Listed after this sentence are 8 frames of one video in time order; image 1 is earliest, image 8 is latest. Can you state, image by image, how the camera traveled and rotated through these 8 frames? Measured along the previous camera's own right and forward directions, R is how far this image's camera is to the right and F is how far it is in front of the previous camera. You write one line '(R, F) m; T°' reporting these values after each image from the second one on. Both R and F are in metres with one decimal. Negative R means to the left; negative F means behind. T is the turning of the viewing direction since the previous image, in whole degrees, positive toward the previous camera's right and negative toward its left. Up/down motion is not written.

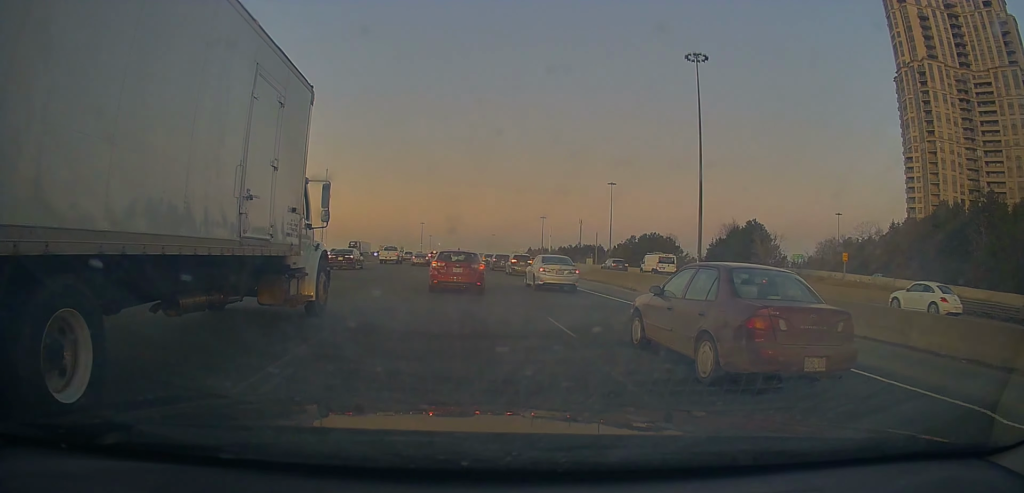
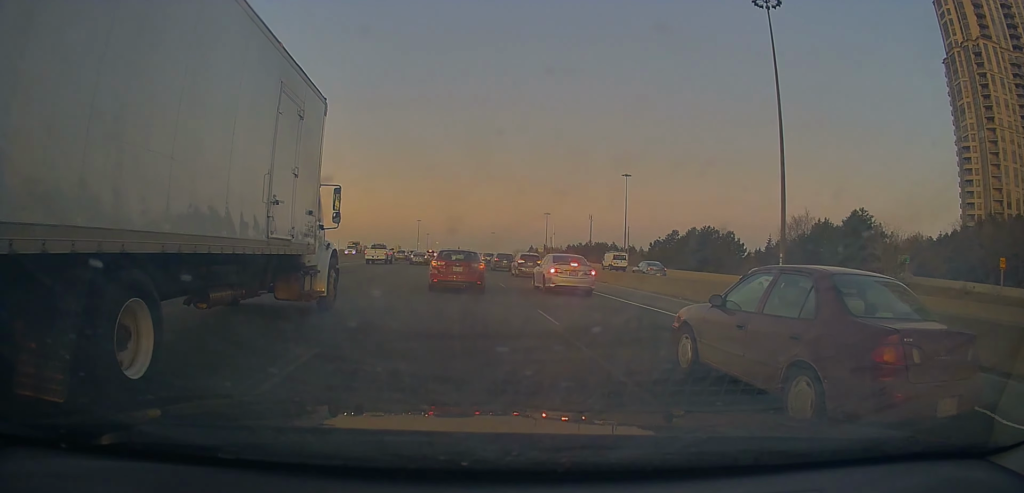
(-0.2, +23.1) m; -1°
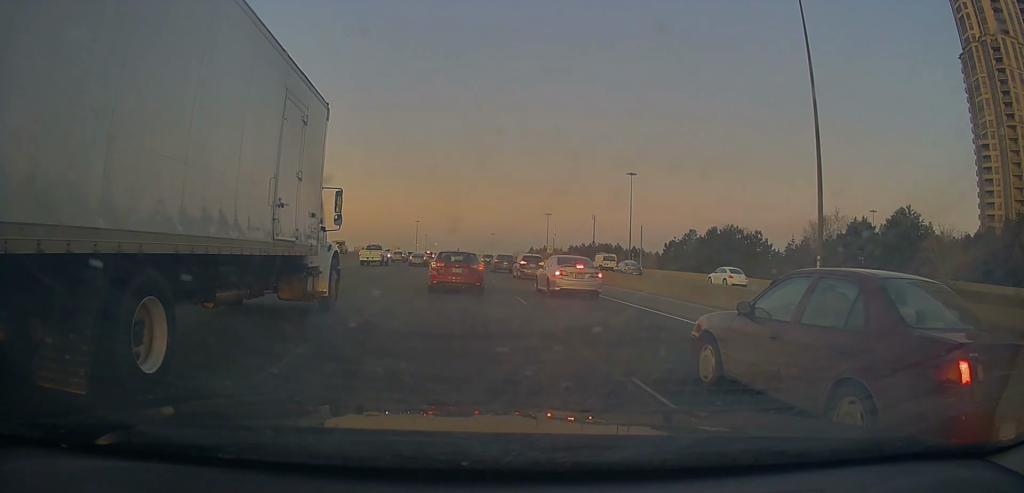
(0.0, +7.4) m; 0°
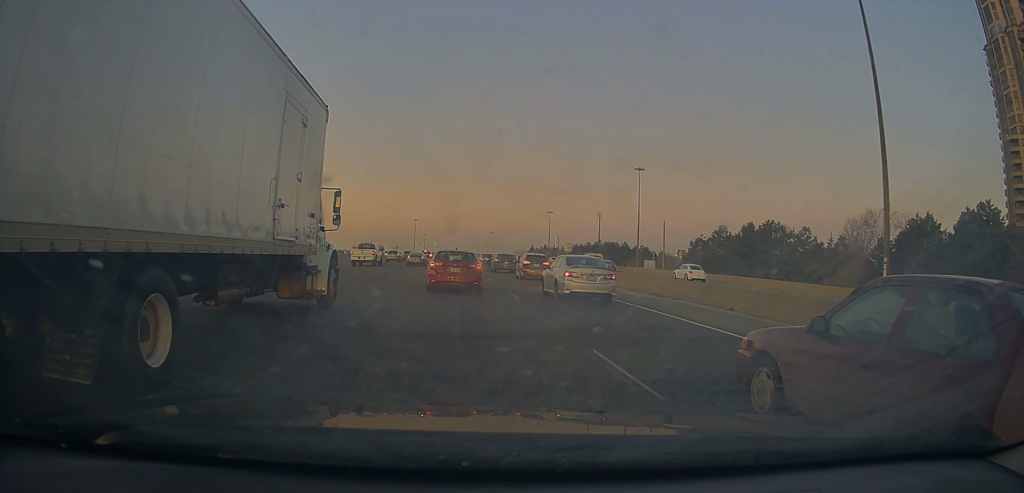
(0.0, +10.3) m; +1°
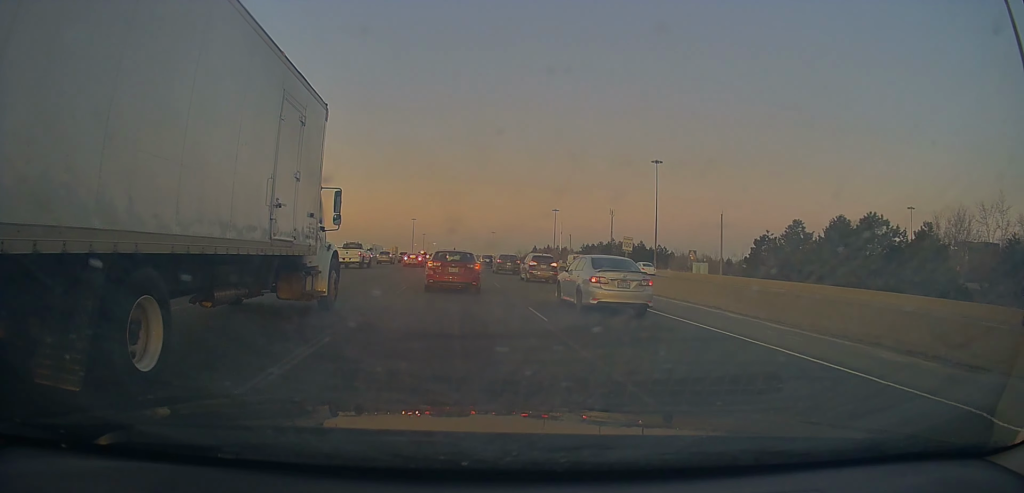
(+0.4, +17.7) m; +1°
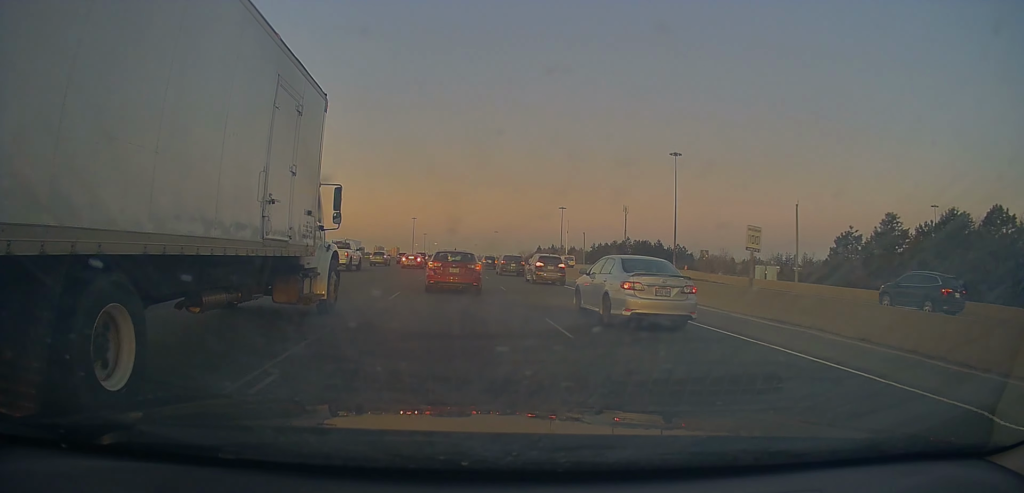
(-0.3, +14.4) m; -1°
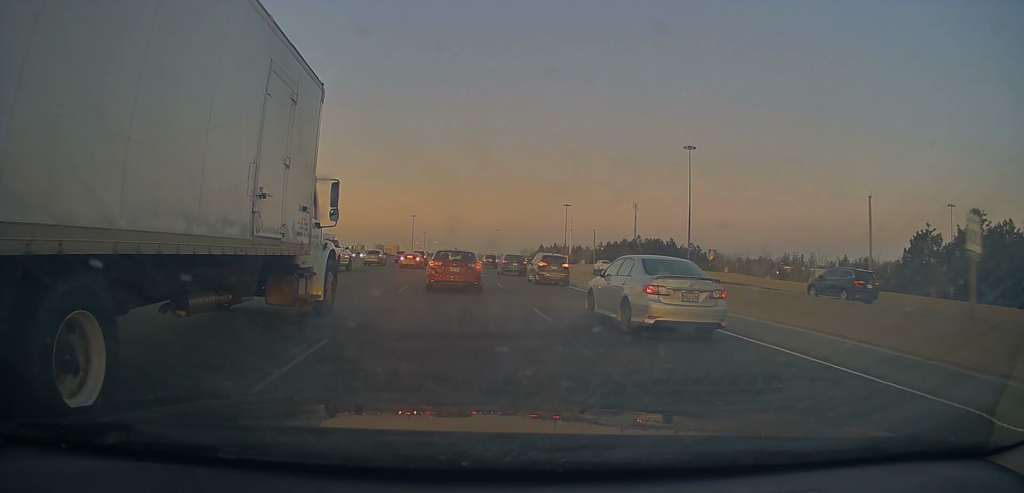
(-0.1, +10.0) m; -1°
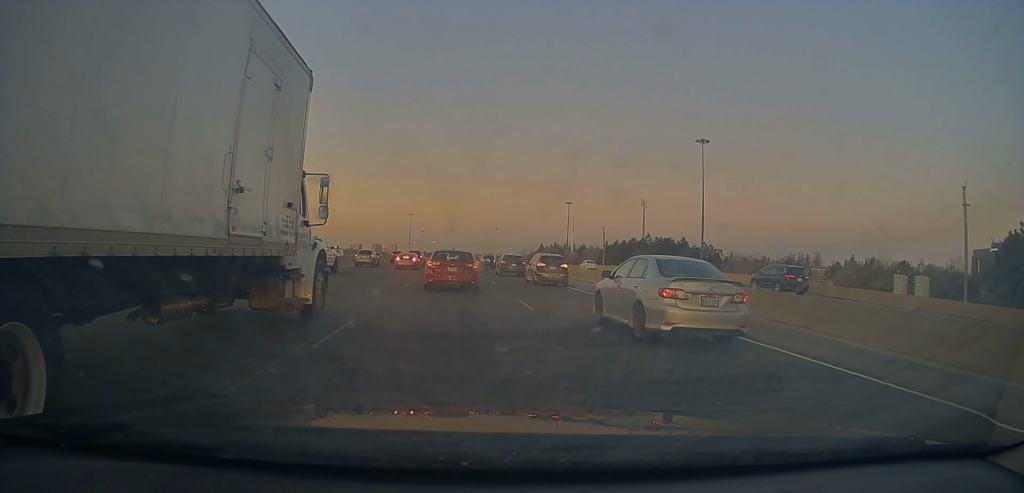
(0.0, +9.9) m; 0°
